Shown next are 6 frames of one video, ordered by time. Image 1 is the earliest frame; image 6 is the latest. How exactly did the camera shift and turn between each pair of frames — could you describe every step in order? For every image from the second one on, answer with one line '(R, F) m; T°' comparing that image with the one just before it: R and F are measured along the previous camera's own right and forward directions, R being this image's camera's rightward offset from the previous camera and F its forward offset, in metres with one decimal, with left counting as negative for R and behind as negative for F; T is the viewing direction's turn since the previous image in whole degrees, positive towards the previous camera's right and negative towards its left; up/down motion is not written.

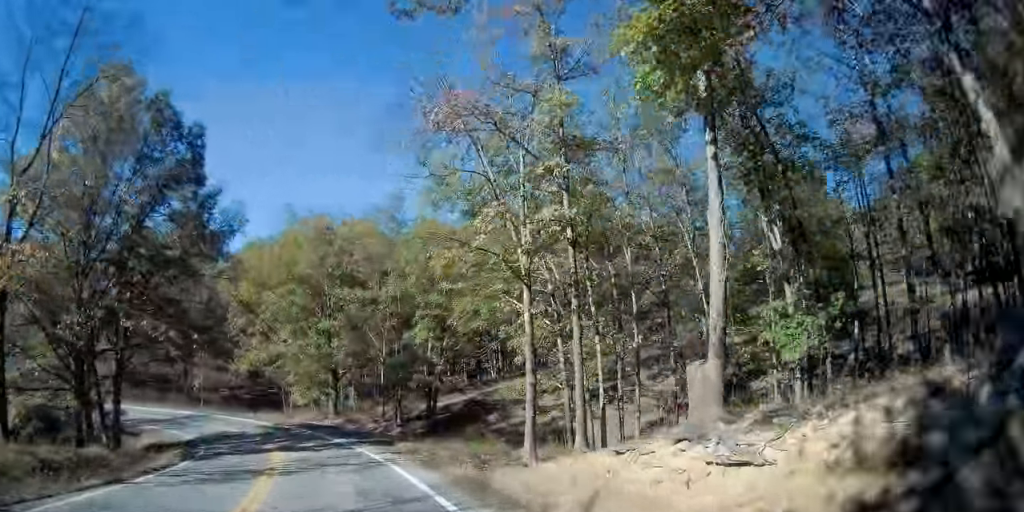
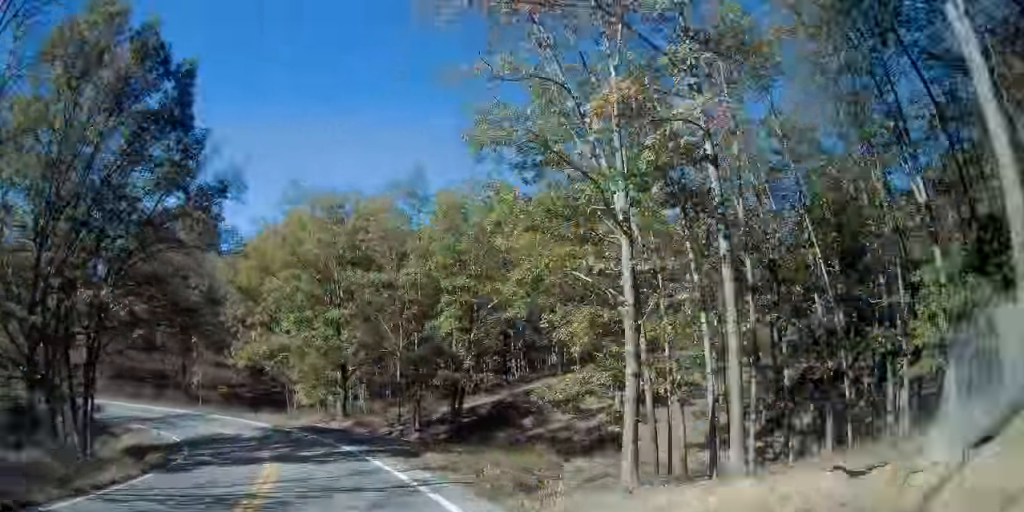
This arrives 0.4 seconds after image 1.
(+0.1, +6.0) m; 0°
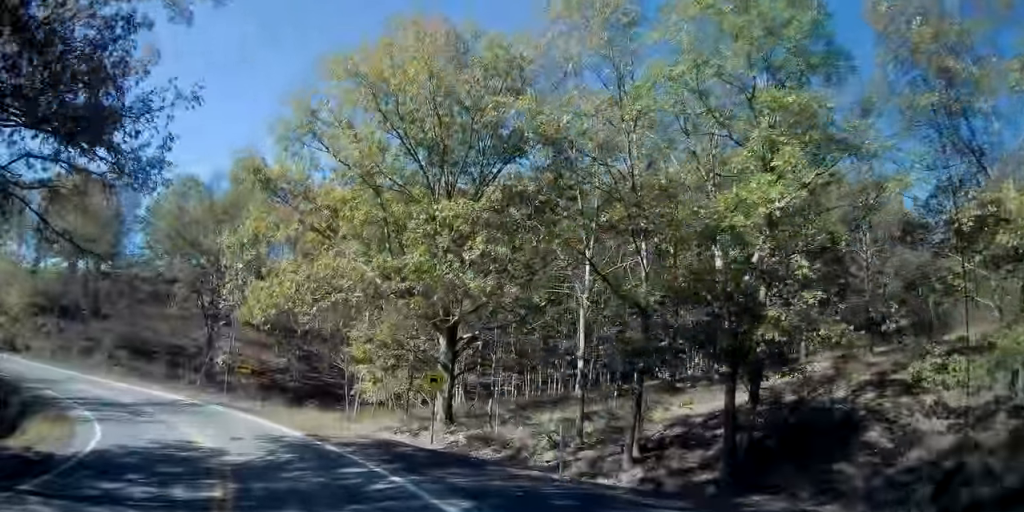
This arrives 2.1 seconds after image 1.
(-2.1, +22.8) m; -10°
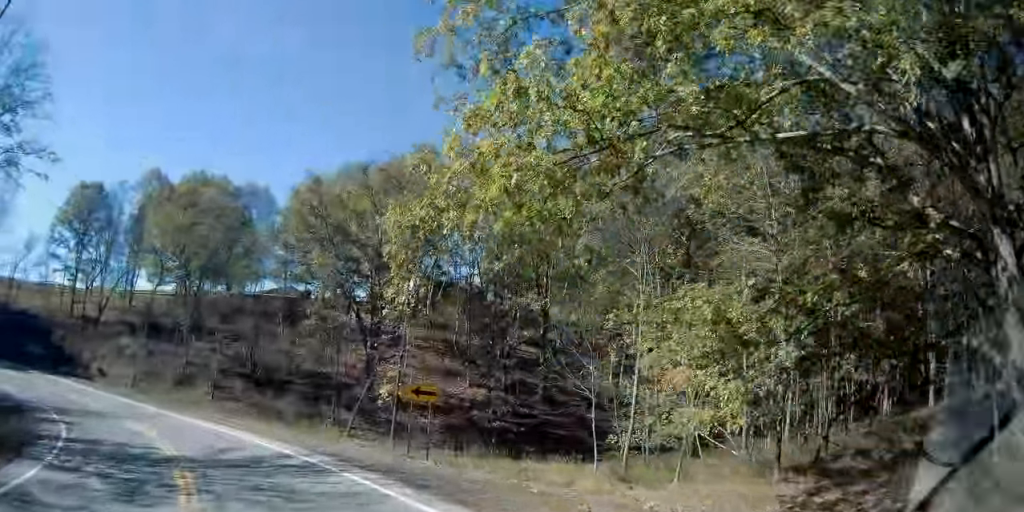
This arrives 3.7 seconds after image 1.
(-1.7, +18.8) m; -16°
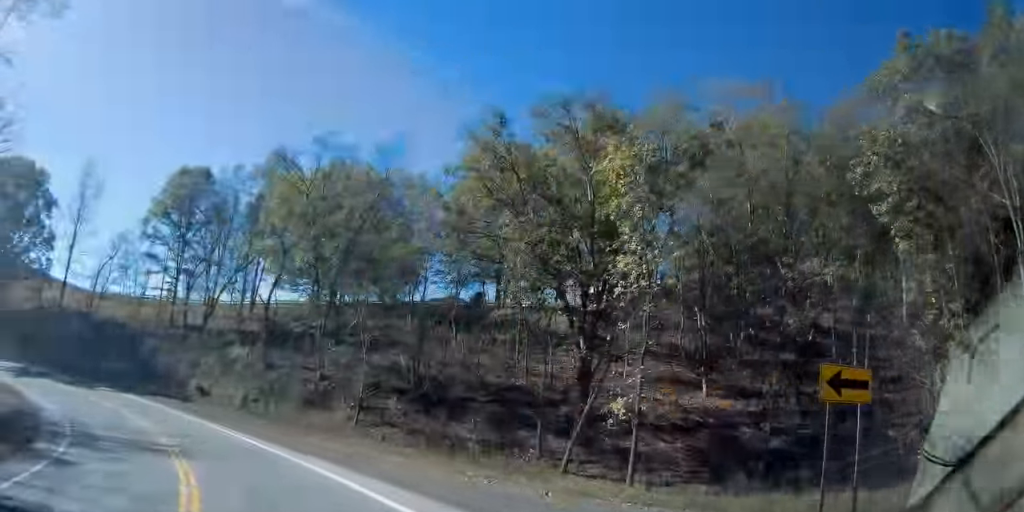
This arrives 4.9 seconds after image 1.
(-2.1, +12.4) m; -17°
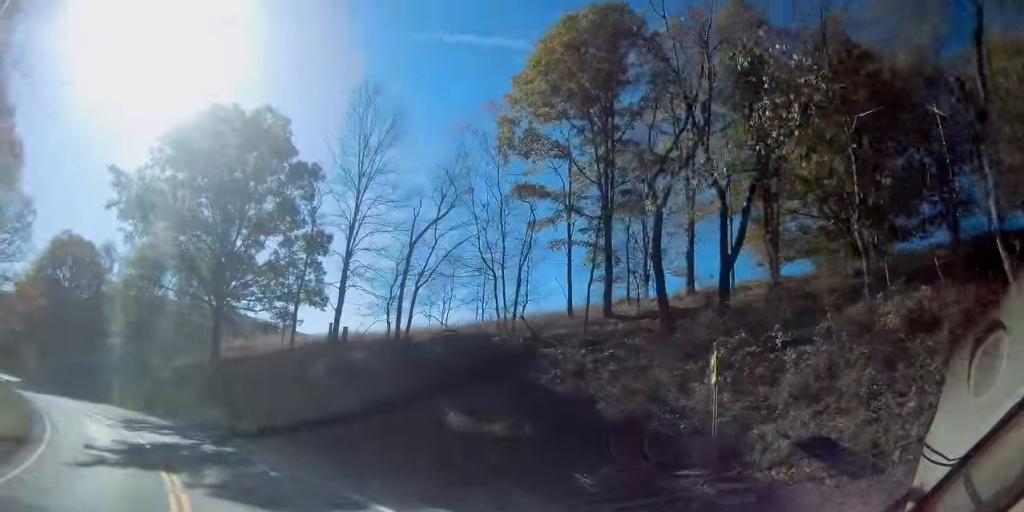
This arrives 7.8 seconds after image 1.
(-11.9, +31.8) m; -41°
